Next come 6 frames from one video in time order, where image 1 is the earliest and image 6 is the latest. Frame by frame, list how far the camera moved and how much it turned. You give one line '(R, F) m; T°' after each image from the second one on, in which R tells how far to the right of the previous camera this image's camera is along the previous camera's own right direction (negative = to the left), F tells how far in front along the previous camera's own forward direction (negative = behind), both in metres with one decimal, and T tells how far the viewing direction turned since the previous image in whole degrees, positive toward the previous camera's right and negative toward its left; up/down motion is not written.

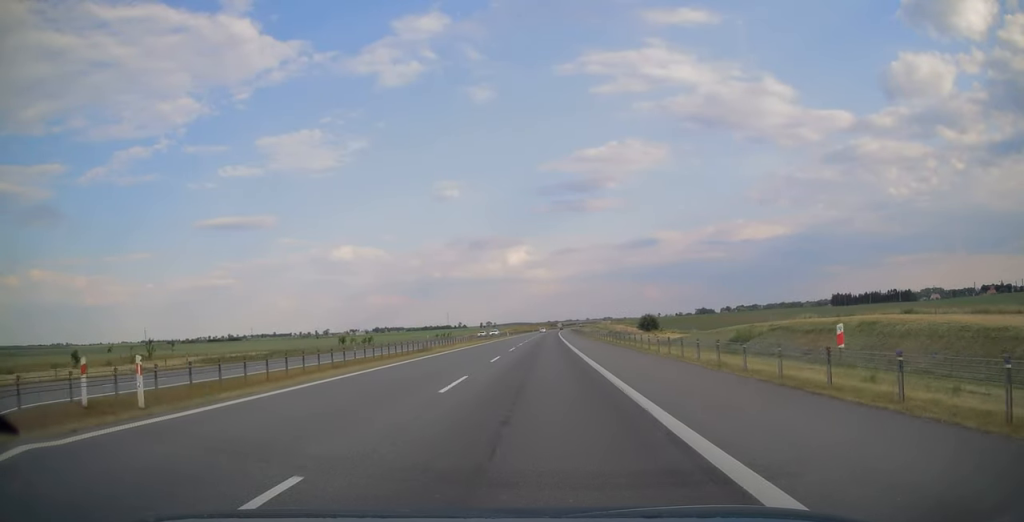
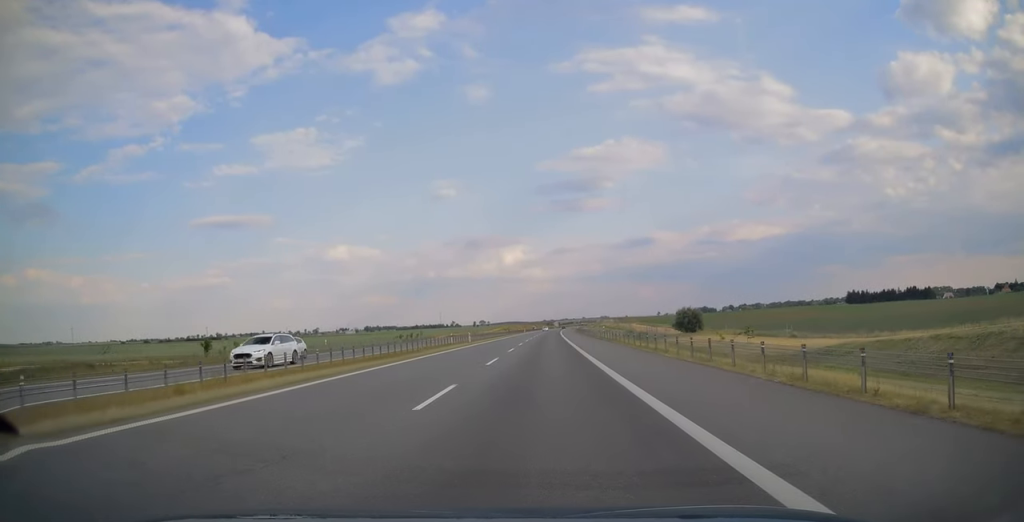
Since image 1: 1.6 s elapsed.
(0.0, +51.2) m; 0°
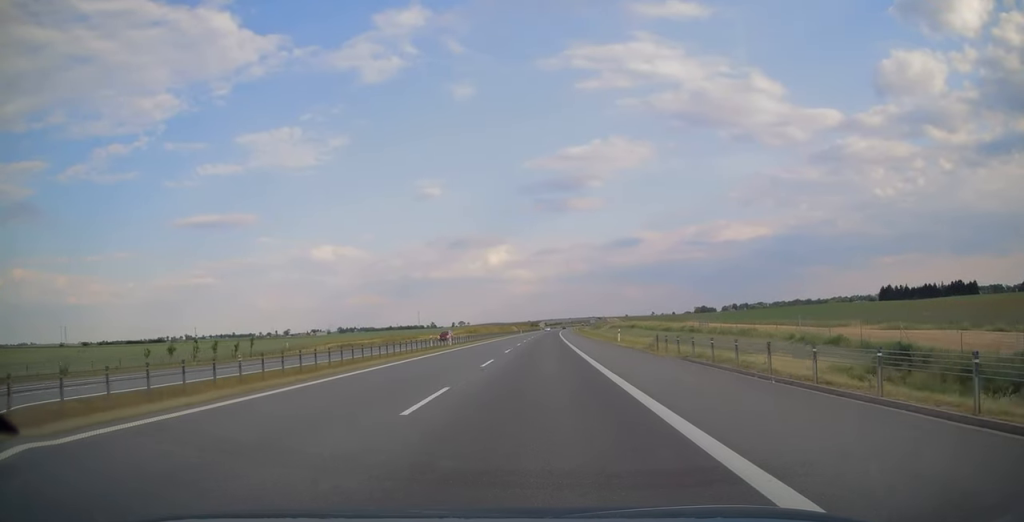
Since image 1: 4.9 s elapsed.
(+1.3, +108.8) m; +1°
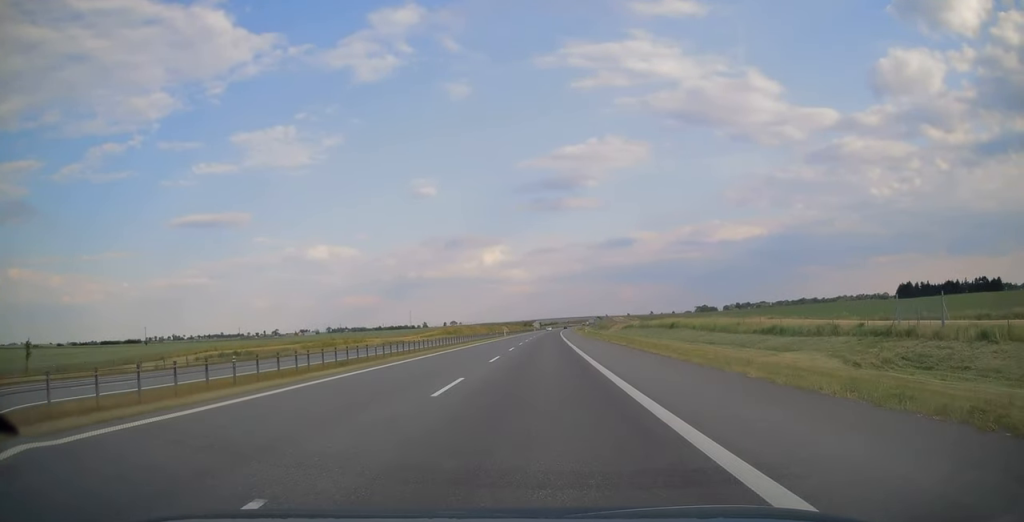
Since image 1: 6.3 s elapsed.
(+0.2, +45.1) m; 0°
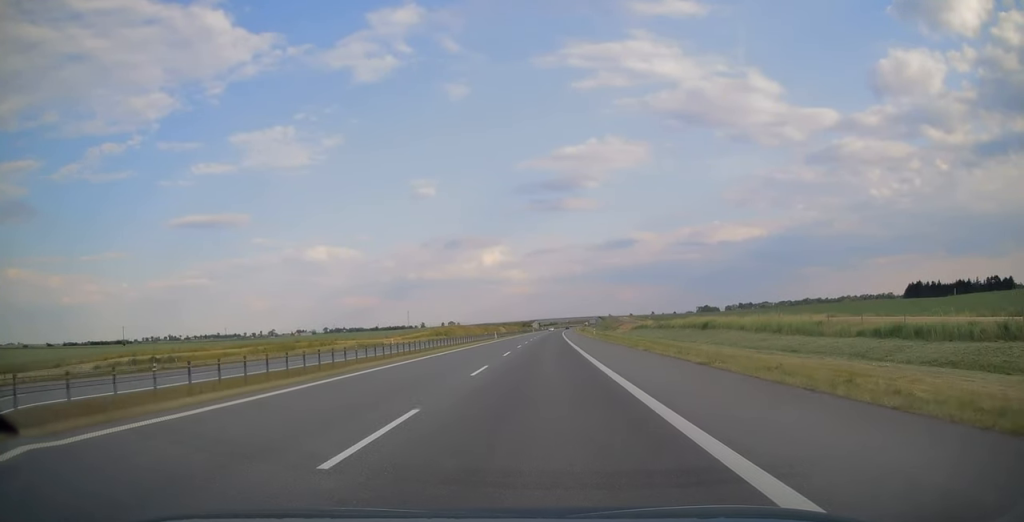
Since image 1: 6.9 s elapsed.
(0.0, +18.5) m; 0°
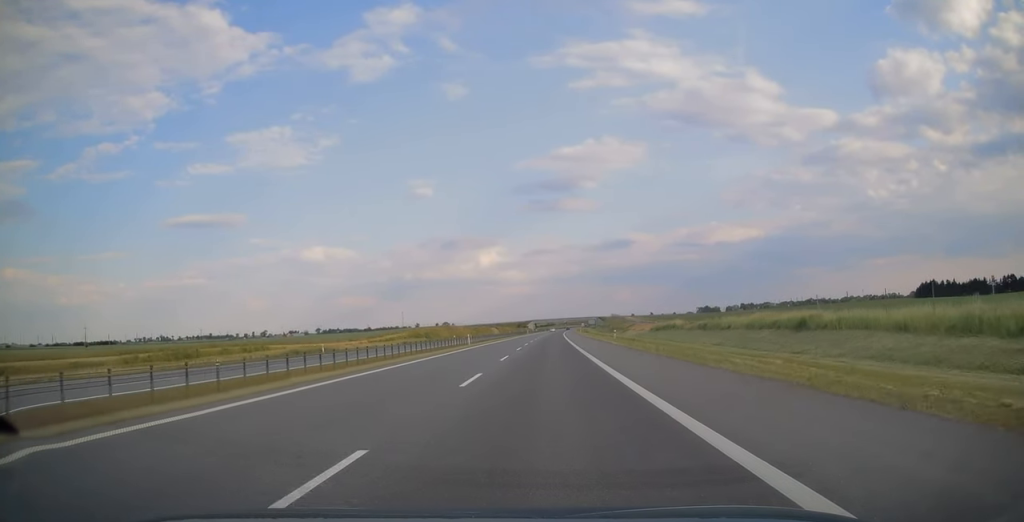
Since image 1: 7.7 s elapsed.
(+0.2, +27.2) m; 0°
